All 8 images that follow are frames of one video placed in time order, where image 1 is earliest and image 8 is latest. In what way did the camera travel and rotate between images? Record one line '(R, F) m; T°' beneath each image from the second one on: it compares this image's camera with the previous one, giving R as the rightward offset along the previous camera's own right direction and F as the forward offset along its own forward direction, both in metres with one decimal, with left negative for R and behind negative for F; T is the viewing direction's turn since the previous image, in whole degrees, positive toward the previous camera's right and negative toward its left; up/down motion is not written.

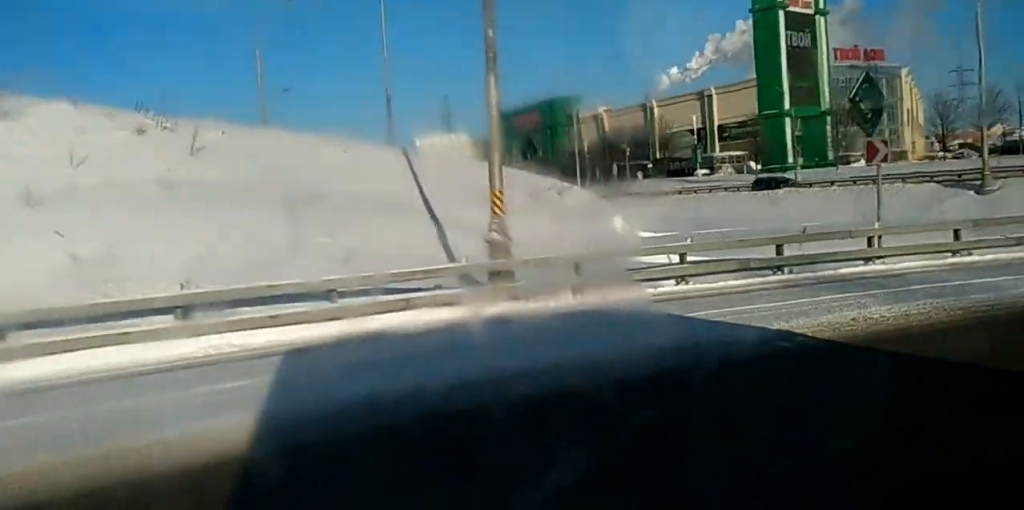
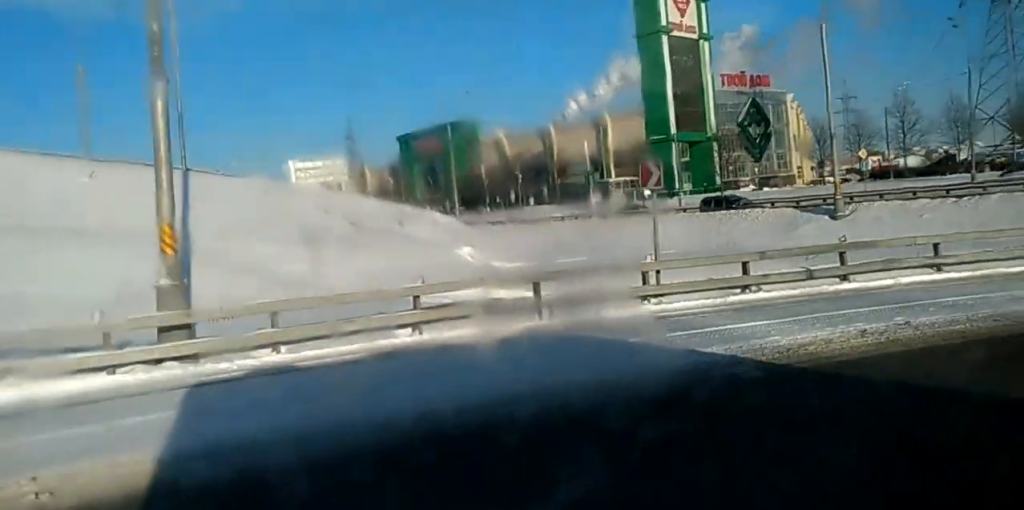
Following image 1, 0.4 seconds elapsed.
(+0.3, +3.6) m; +8°
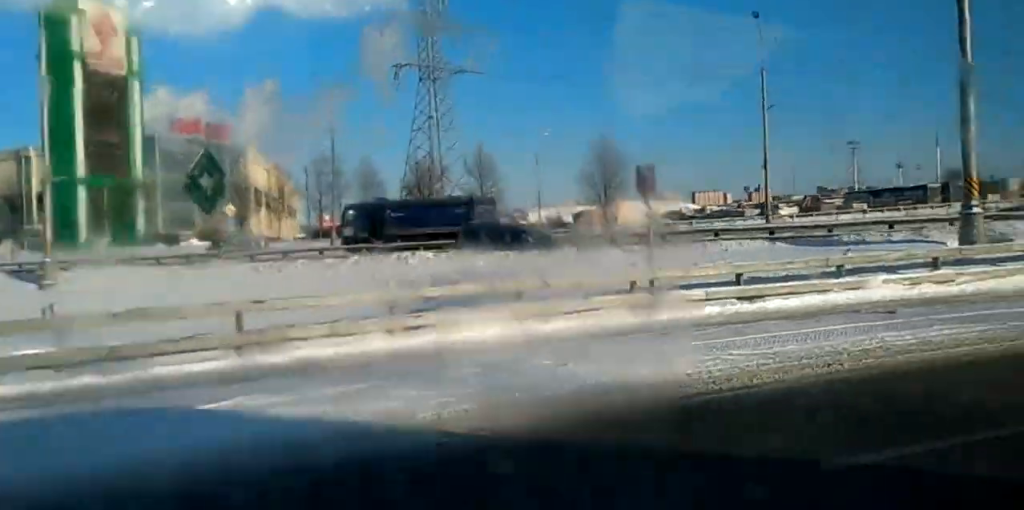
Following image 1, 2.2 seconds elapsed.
(+3.5, +13.7) m; +27°
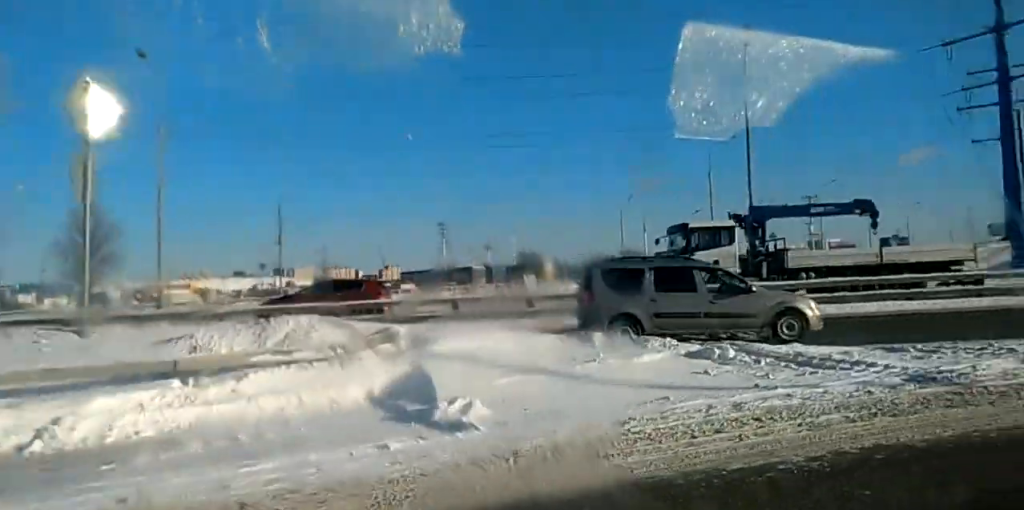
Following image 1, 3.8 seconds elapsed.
(+4.1, +13.4) m; +35°
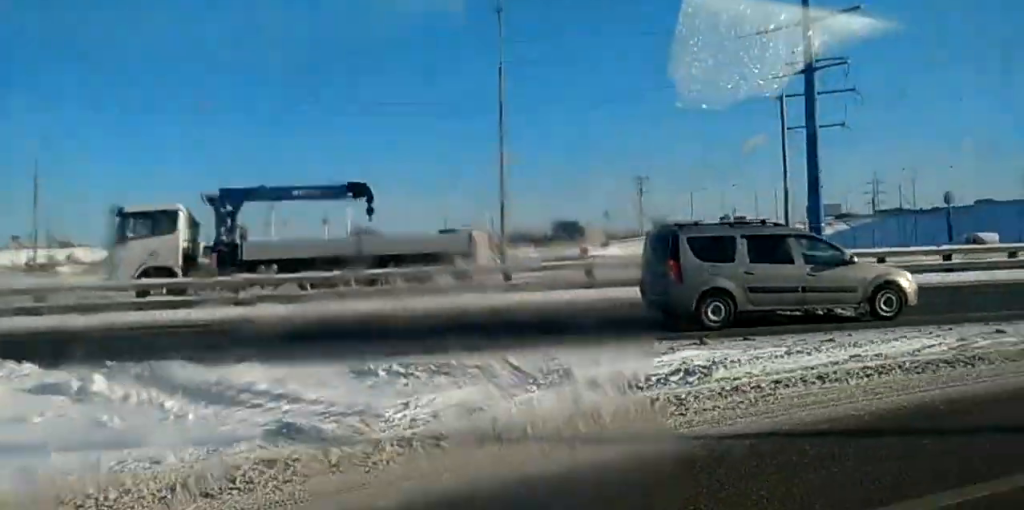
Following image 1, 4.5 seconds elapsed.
(+0.4, +6.3) m; +4°
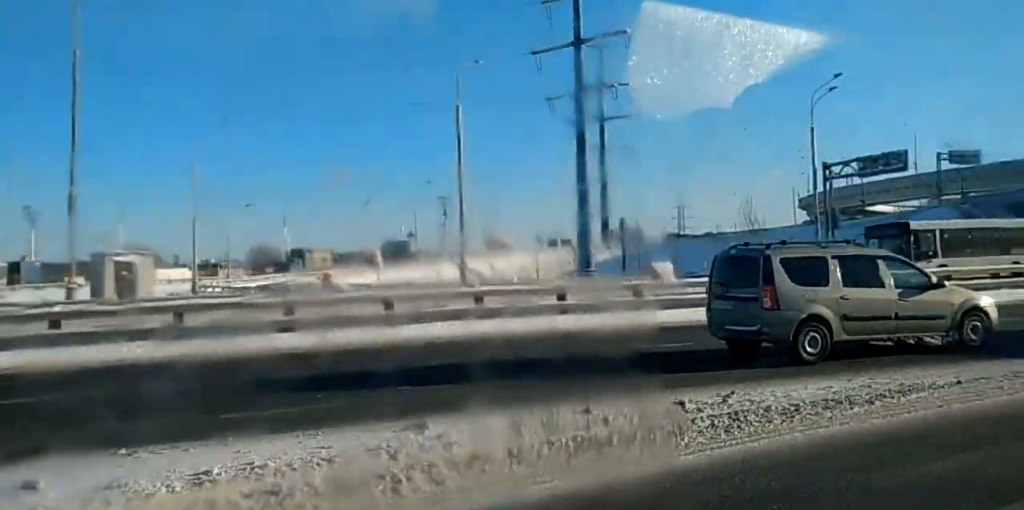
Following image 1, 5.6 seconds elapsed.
(+0.4, +10.3) m; +5°
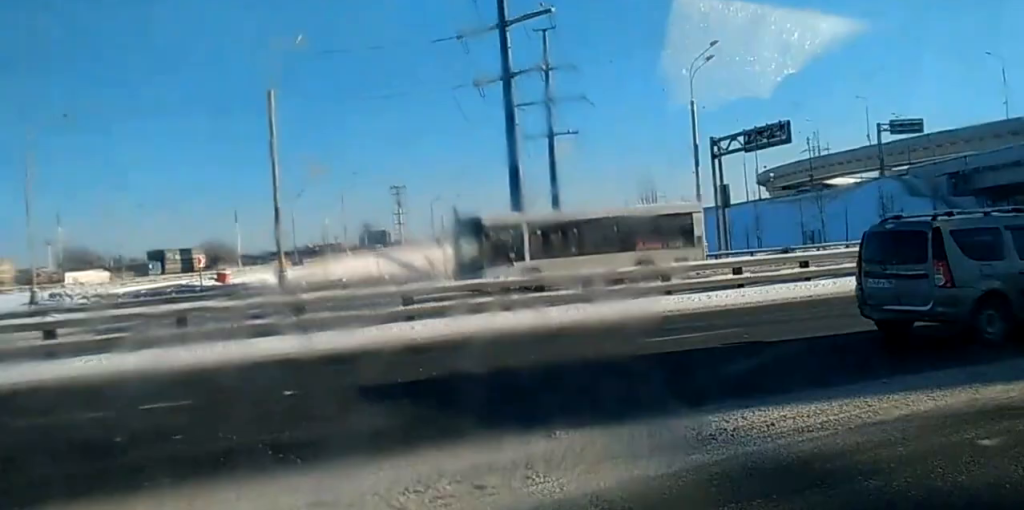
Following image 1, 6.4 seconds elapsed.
(+0.3, +7.7) m; +4°
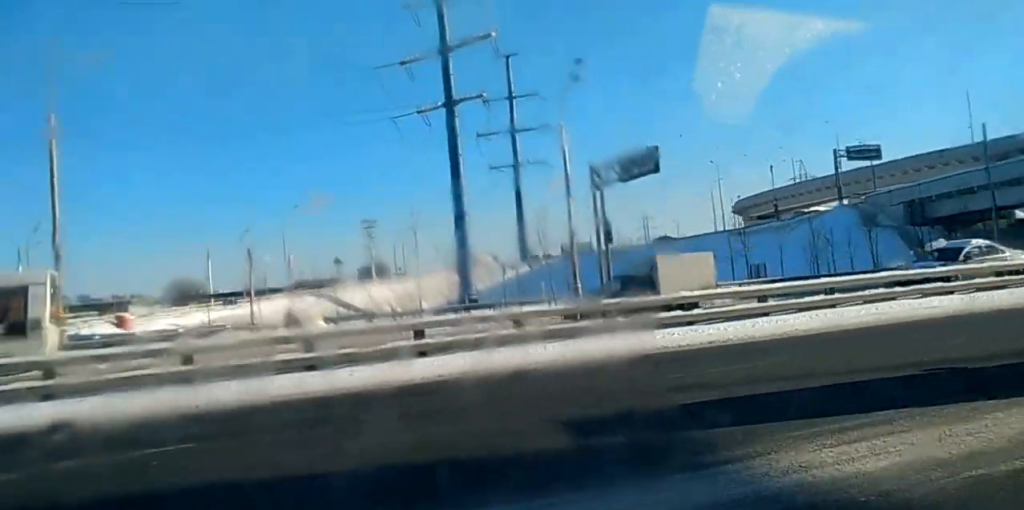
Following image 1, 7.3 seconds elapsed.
(+0.3, +8.5) m; +5°
